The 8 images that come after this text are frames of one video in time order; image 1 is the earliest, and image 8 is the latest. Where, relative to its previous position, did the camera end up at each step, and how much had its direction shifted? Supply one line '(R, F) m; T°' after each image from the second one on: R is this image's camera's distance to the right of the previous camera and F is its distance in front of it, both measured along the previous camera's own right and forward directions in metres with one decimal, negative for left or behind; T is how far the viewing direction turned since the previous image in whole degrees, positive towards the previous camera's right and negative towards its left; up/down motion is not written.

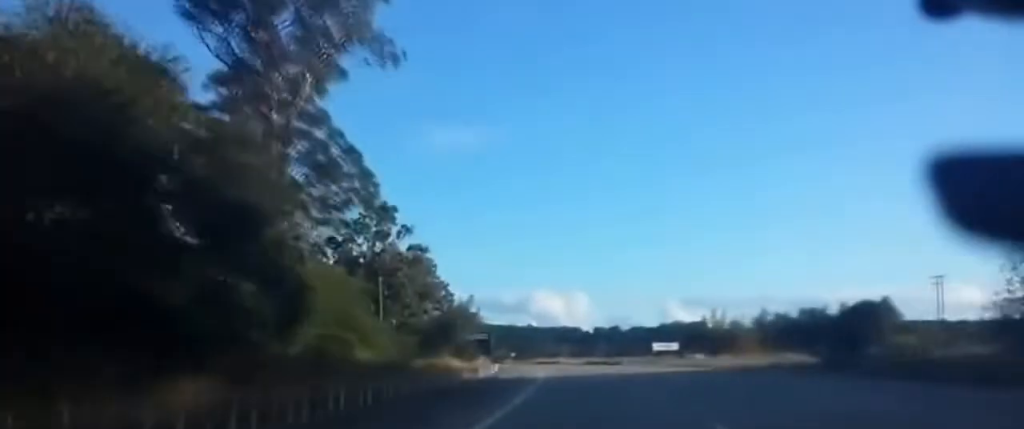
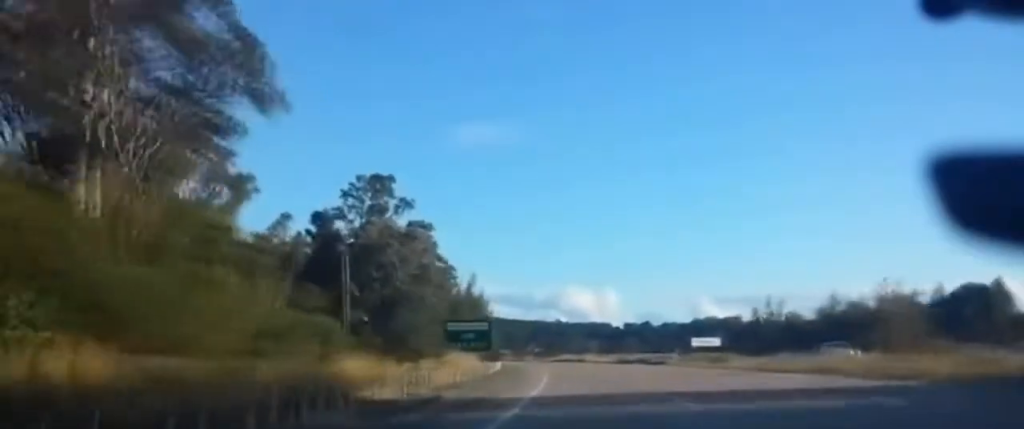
(-0.5, +33.1) m; -1°
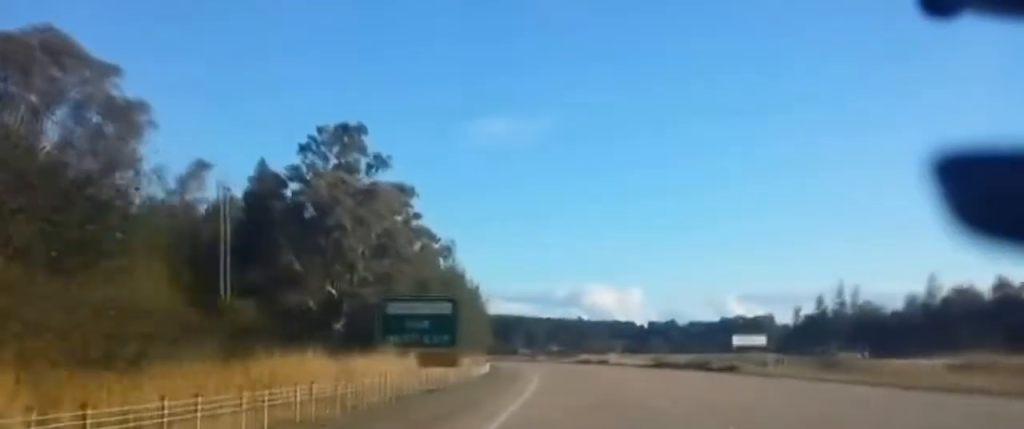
(-0.4, +35.4) m; -2°
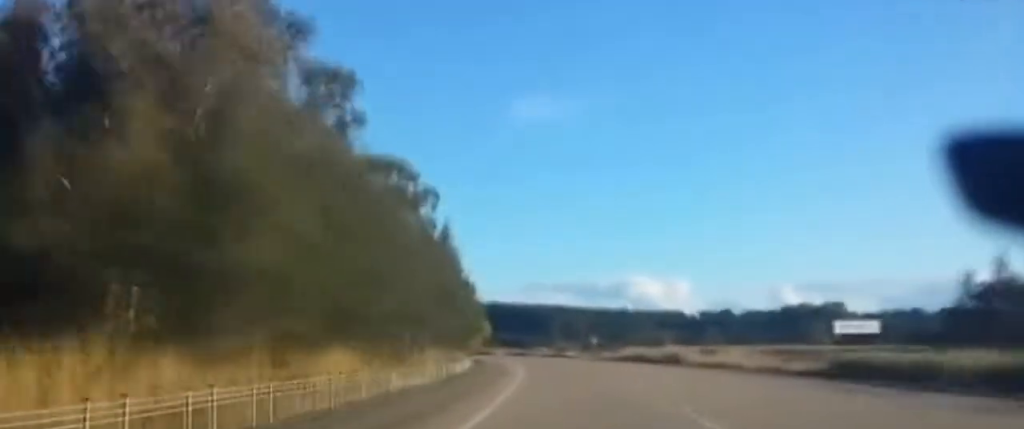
(-1.9, +49.5) m; -3°
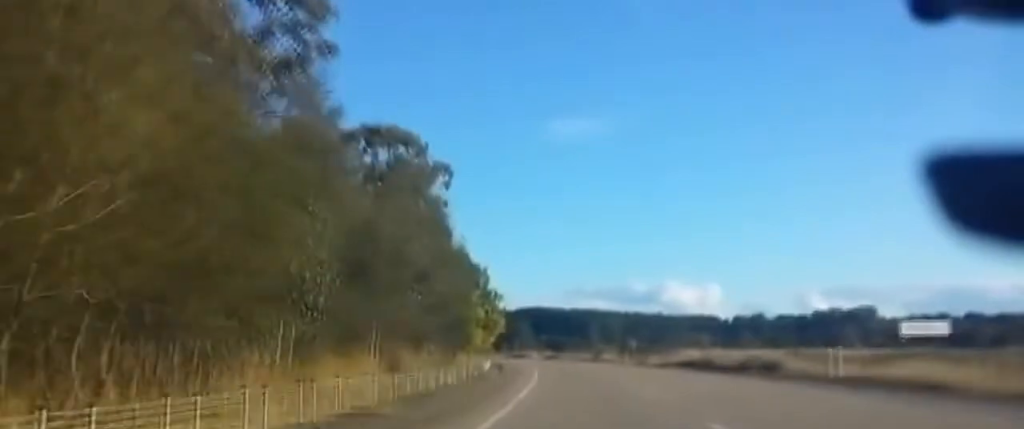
(+0.1, +25.8) m; 0°
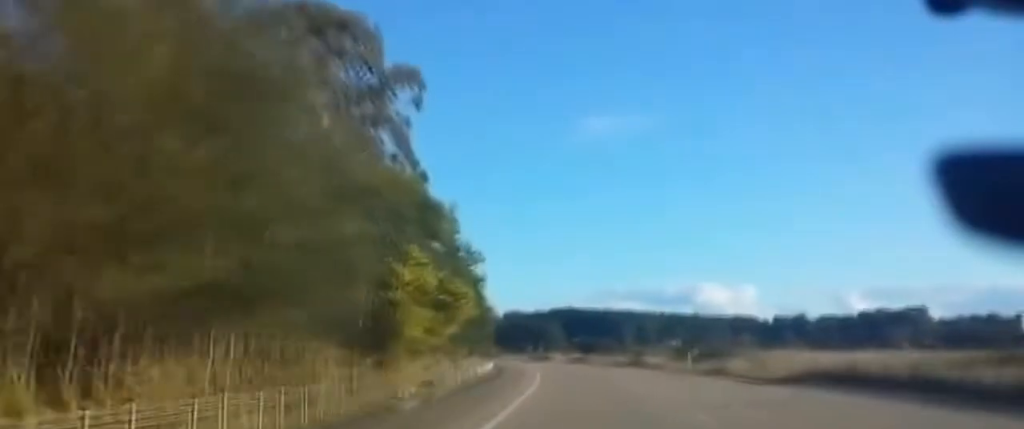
(-0.1, +31.7) m; -2°
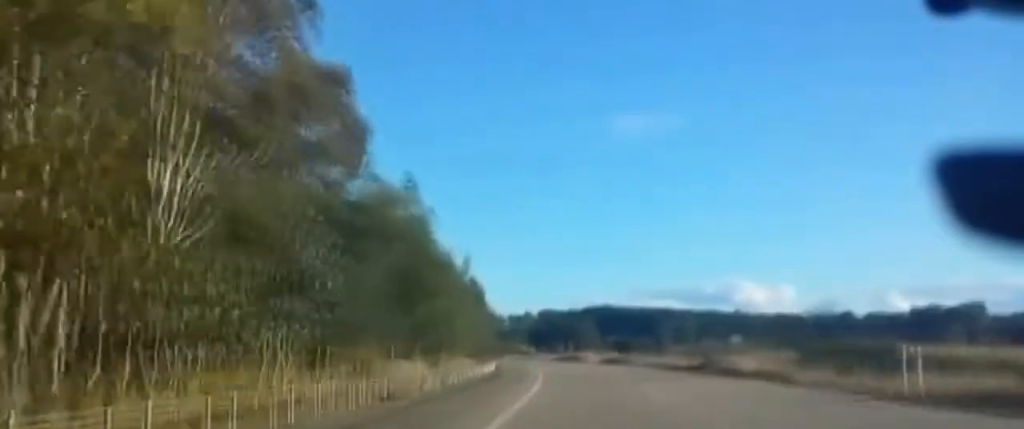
(-1.6, +34.8) m; -5°
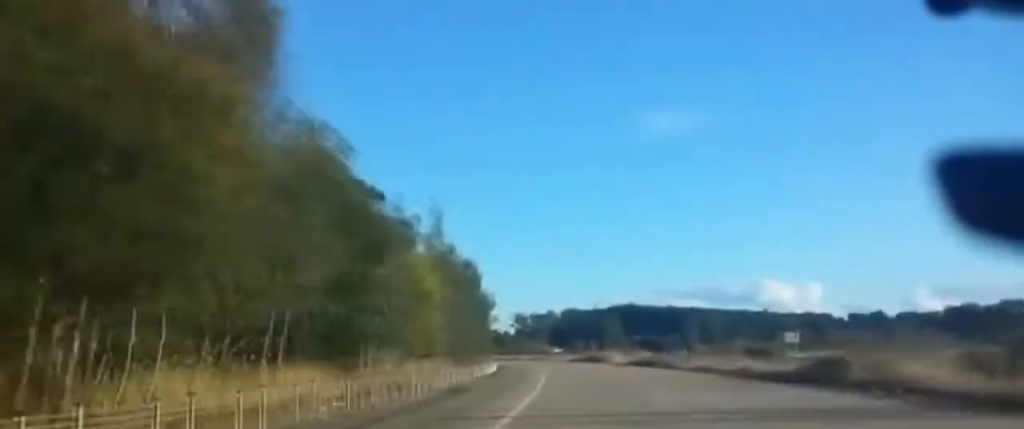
(-1.1, +22.6) m; -1°
